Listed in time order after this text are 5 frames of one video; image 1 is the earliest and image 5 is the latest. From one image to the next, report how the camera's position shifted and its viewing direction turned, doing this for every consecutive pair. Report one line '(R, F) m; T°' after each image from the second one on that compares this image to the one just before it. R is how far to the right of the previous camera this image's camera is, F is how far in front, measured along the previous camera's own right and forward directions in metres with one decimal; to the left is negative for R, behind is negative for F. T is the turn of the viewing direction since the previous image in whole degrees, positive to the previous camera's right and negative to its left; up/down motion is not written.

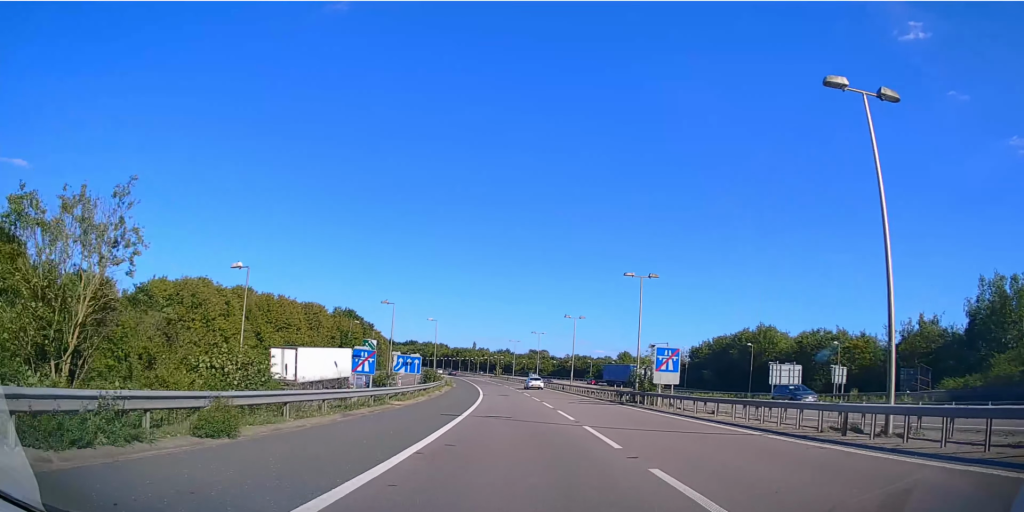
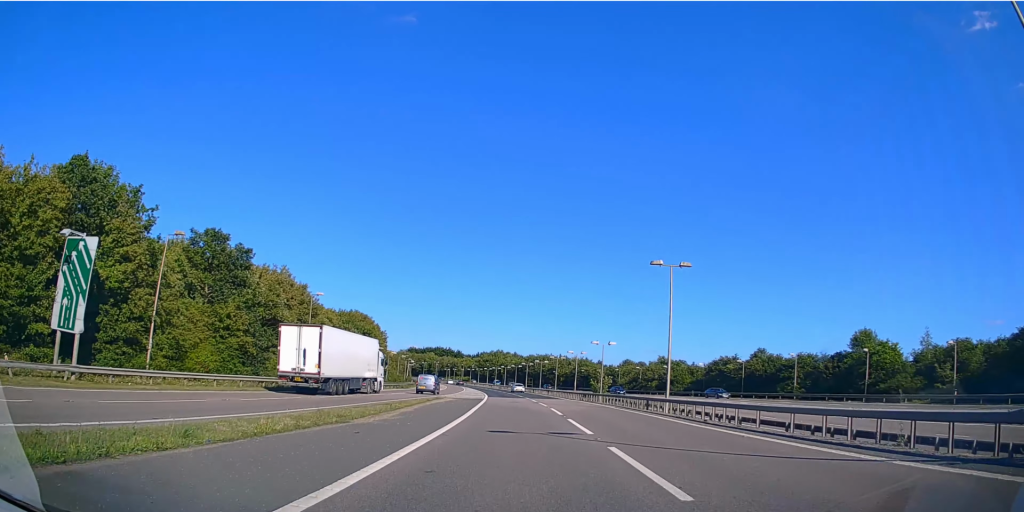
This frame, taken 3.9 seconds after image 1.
(-6.8, +86.6) m; -8°
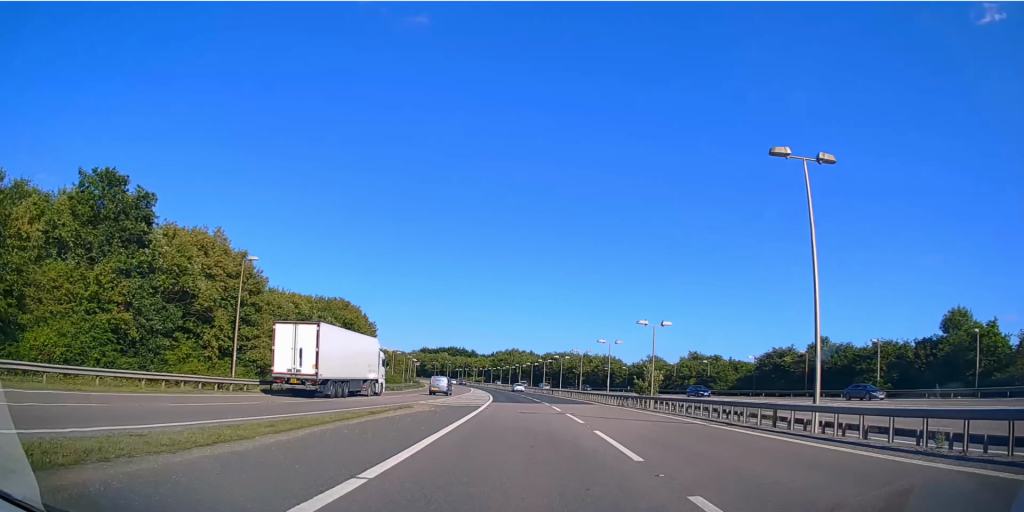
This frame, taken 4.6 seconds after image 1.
(0.0, +15.0) m; -1°
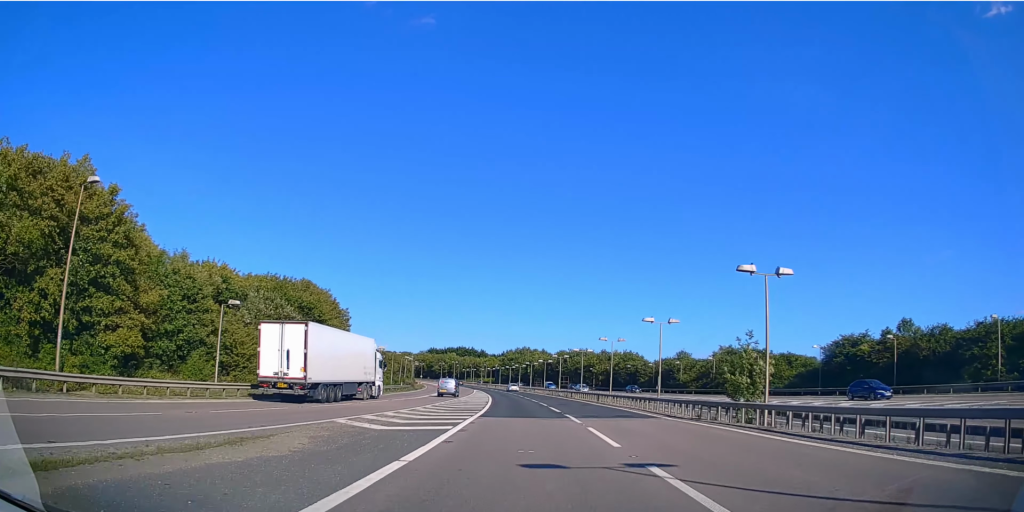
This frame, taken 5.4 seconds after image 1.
(-0.2, +16.3) m; -1°
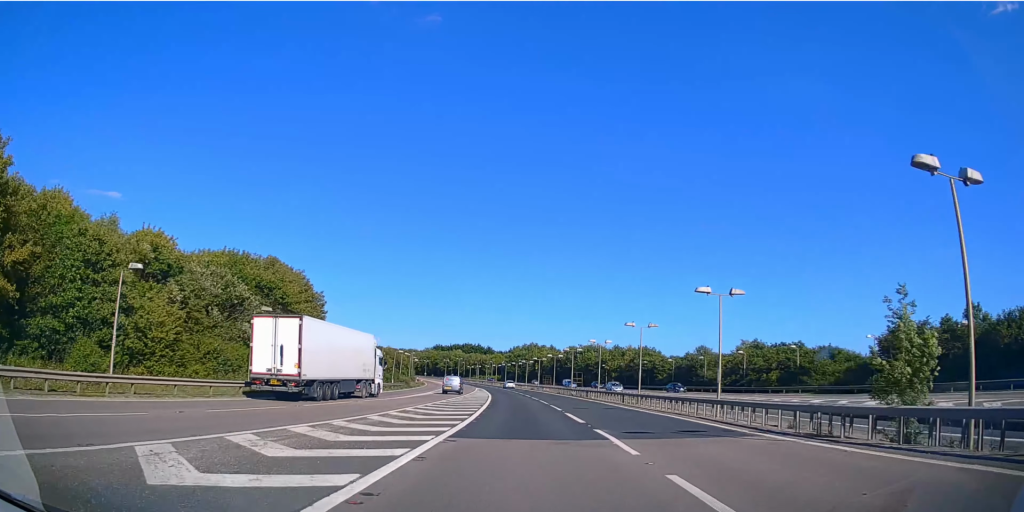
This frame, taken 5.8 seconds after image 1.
(-0.2, +9.9) m; -1°
